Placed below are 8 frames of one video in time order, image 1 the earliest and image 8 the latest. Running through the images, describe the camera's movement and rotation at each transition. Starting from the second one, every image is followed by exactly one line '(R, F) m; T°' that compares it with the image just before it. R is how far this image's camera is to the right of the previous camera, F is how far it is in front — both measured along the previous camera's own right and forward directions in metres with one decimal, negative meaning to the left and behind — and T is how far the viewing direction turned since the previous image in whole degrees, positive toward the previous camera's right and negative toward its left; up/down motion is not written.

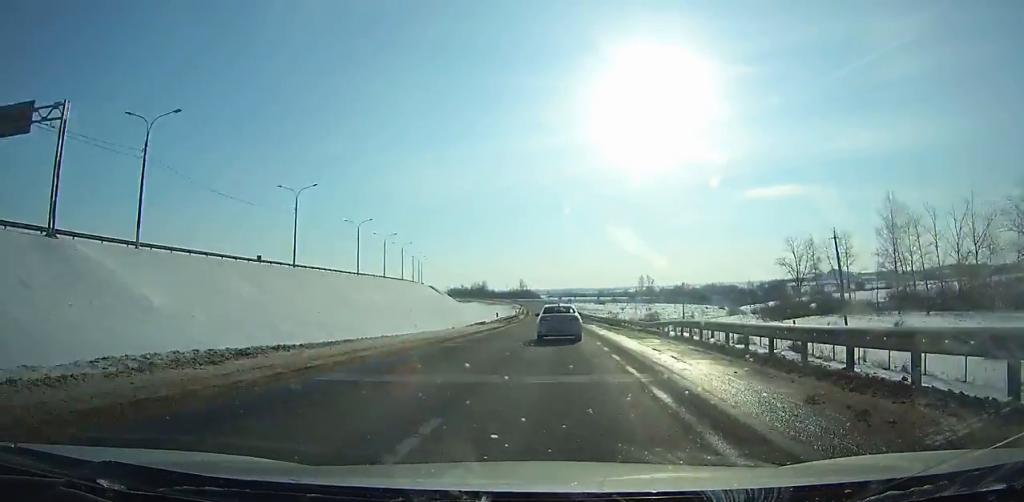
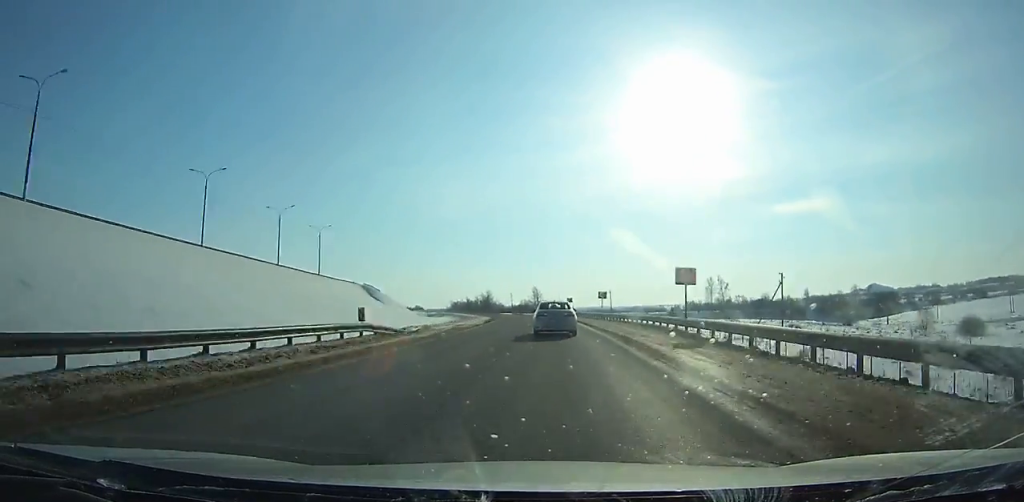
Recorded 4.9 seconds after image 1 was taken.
(-2.8, +123.8) m; -4°
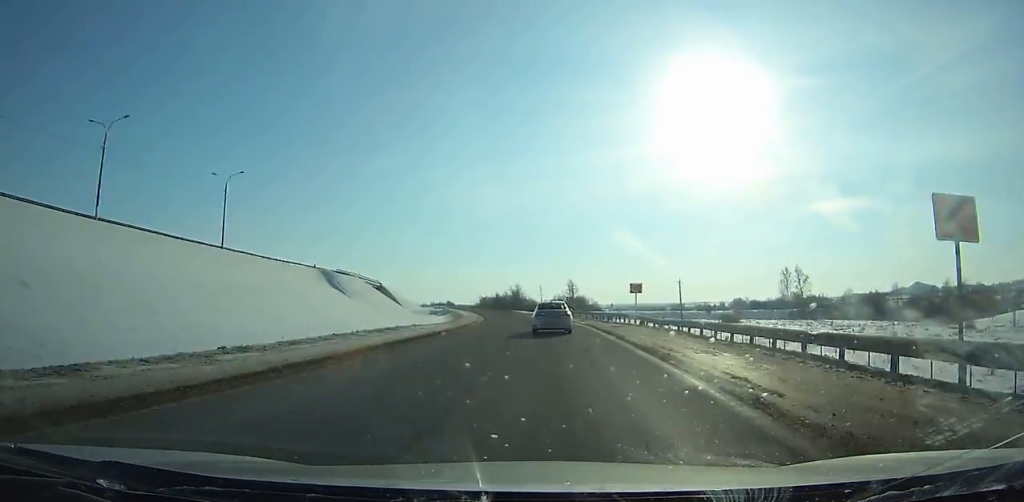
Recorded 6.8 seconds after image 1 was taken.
(-1.4, +48.9) m; -3°
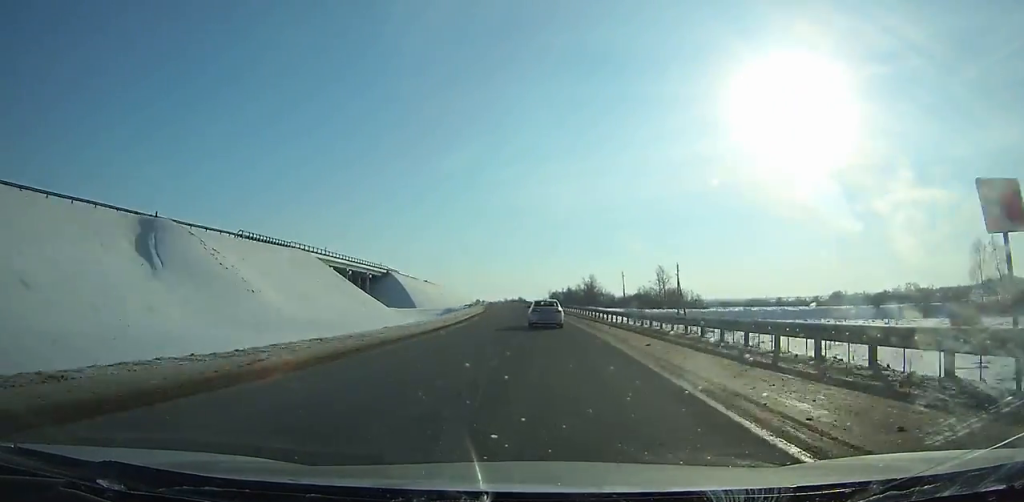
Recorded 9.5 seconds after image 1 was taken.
(-3.2, +70.4) m; -6°
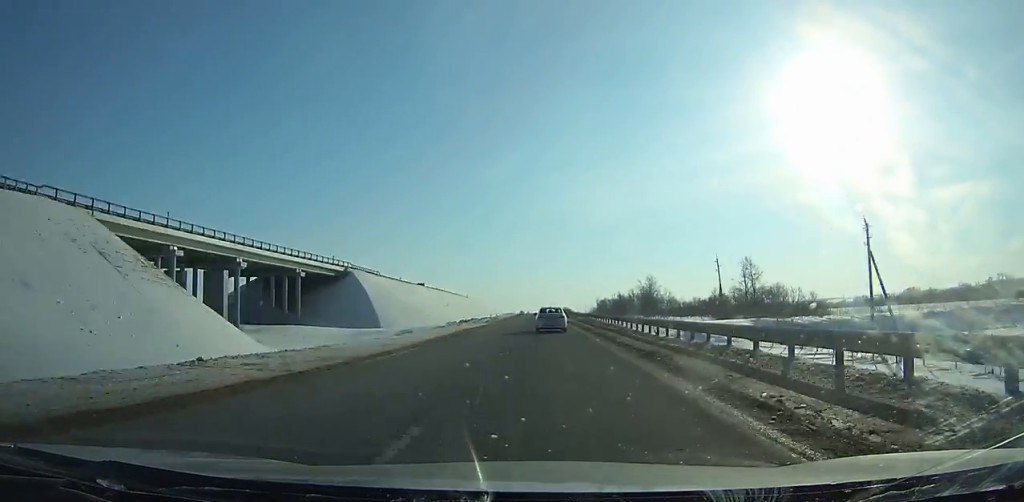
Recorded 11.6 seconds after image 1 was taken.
(-2.0, +55.7) m; -4°
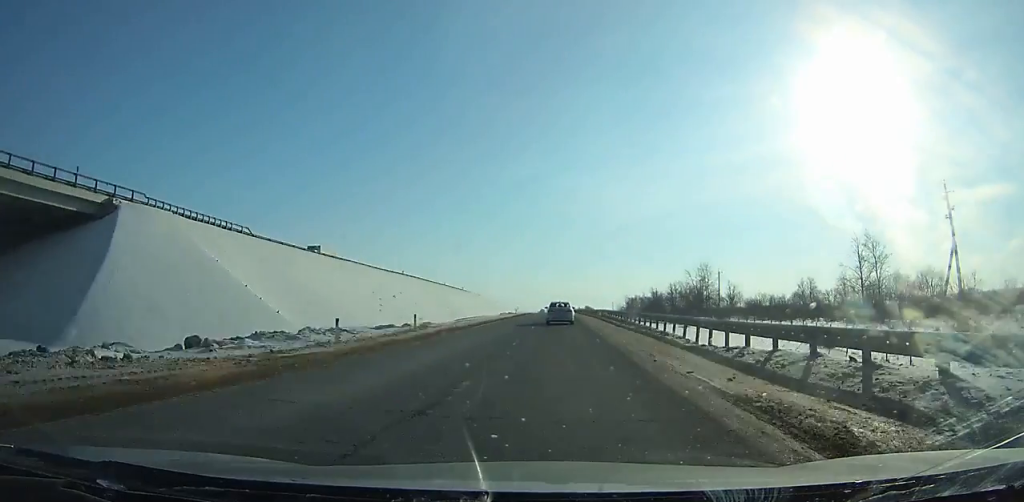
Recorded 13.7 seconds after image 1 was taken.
(-1.8, +57.4) m; -1°
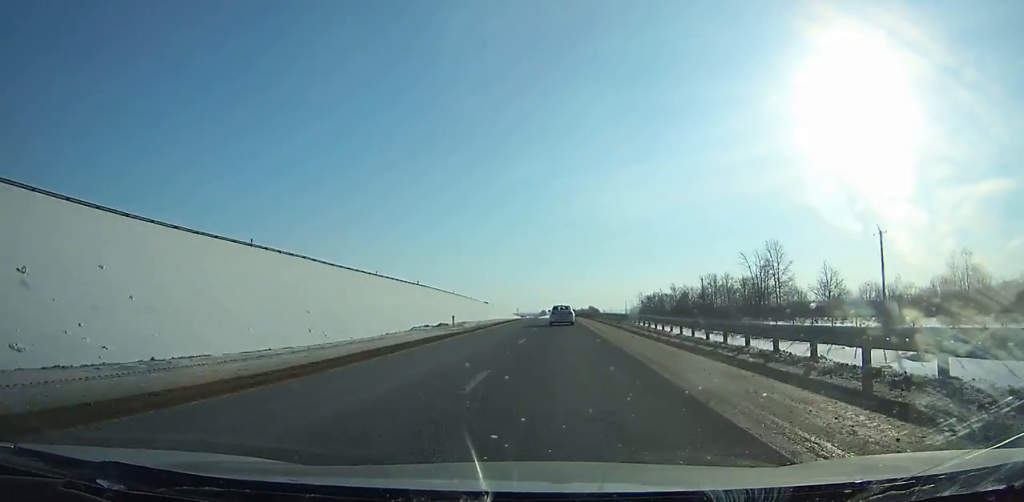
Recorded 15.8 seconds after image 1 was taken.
(-0.6, +58.6) m; -1°
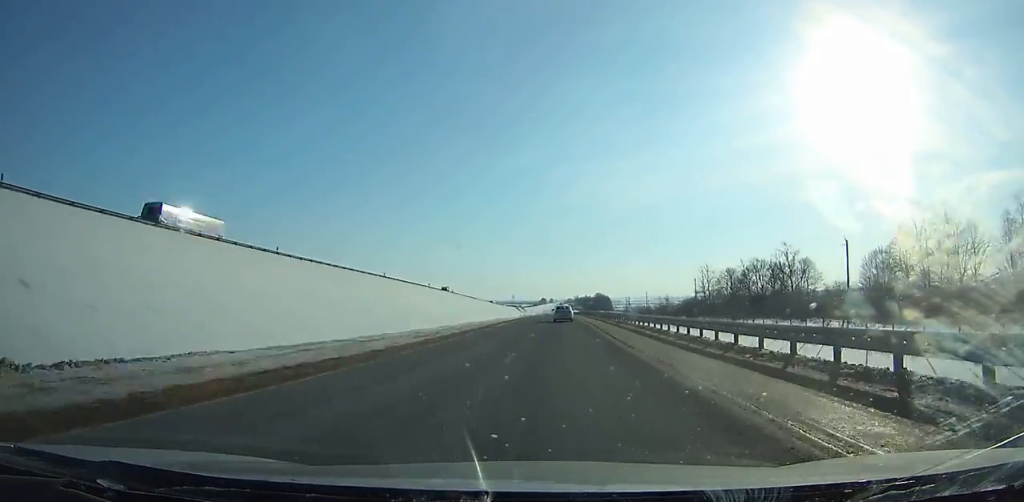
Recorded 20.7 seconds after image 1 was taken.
(-0.2, +142.1) m; 0°
